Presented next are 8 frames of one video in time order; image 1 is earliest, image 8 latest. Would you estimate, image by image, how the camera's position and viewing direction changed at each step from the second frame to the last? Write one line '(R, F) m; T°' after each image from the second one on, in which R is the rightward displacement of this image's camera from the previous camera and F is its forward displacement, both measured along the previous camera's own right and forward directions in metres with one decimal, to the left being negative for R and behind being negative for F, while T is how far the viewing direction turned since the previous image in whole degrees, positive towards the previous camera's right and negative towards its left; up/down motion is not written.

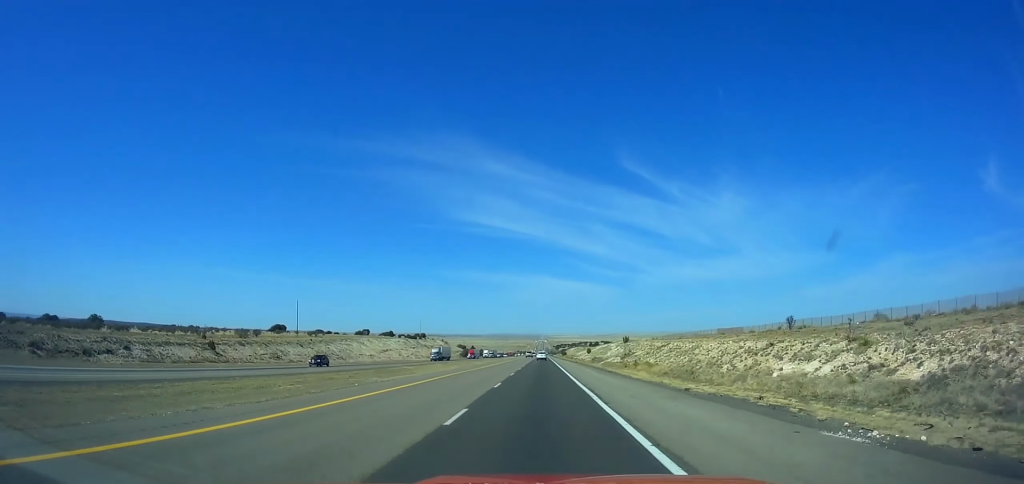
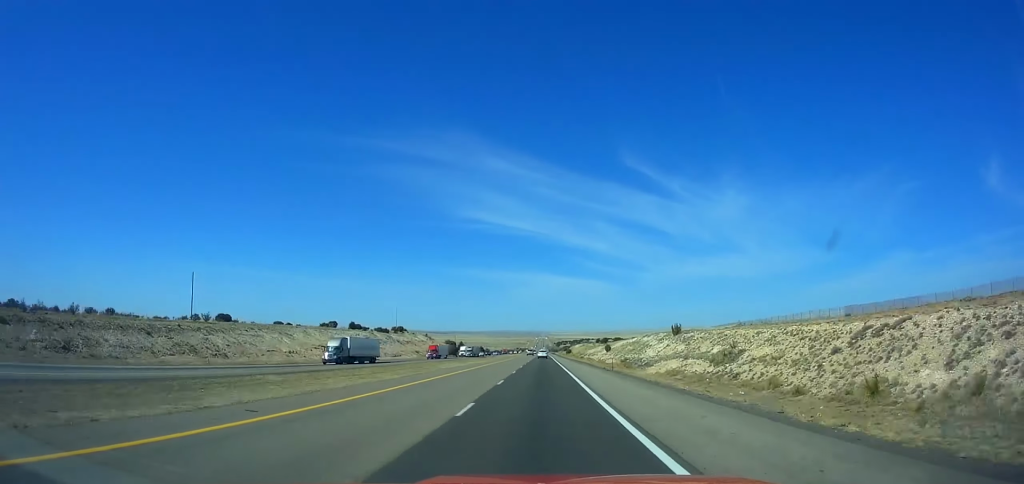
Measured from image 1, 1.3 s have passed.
(+0.2, +46.9) m; 0°
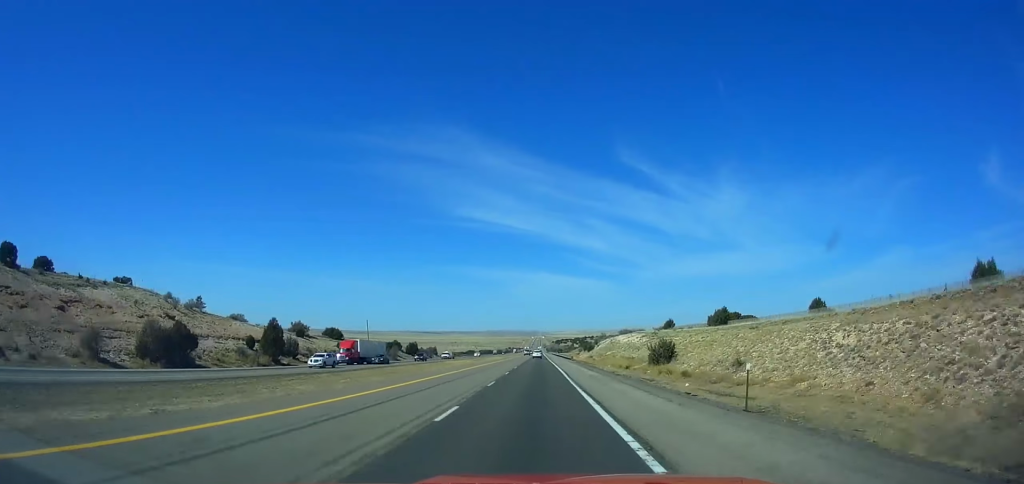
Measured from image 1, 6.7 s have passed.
(+0.1, +194.9) m; 0°
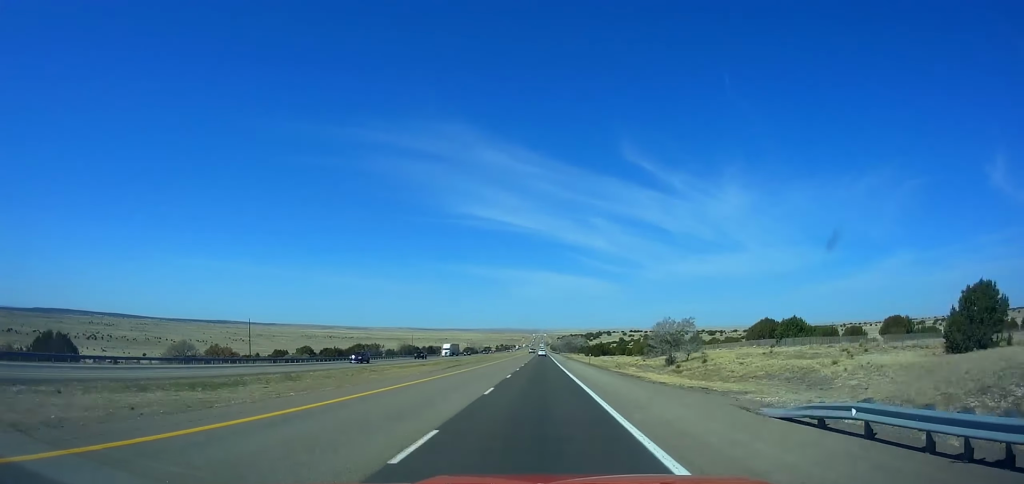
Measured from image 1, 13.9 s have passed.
(+0.3, +258.9) m; 0°
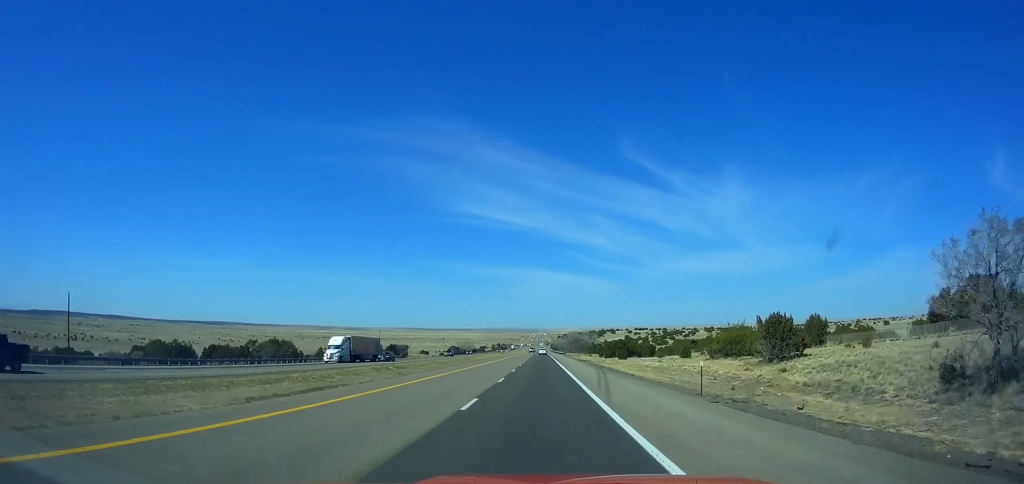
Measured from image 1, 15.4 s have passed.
(-0.5, +53.7) m; 0°
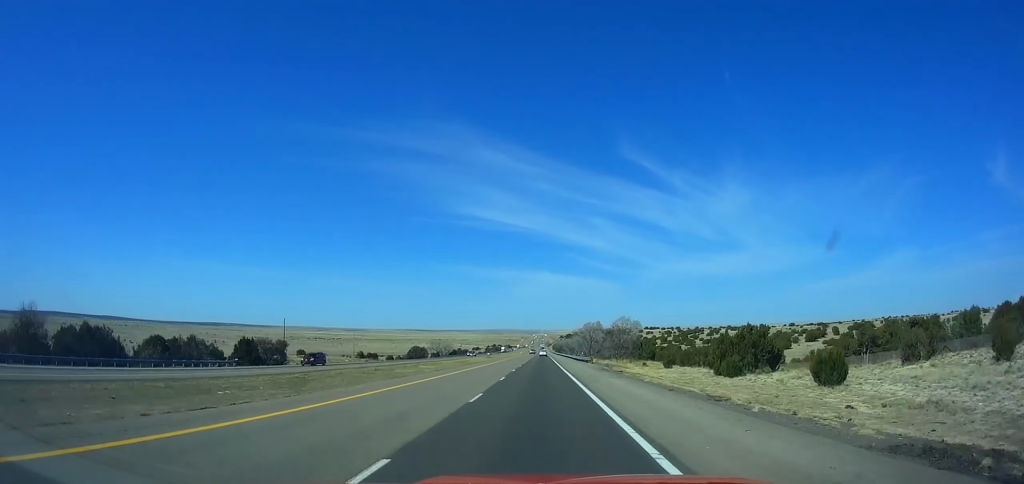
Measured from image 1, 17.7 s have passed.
(-0.1, +82.4) m; 0°
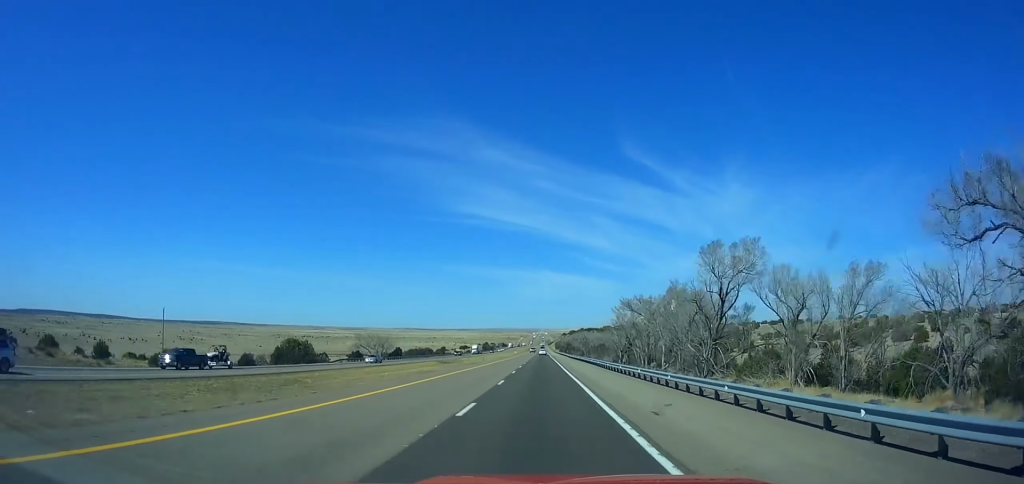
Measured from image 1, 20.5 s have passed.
(+0.5, +100.2) m; 0°
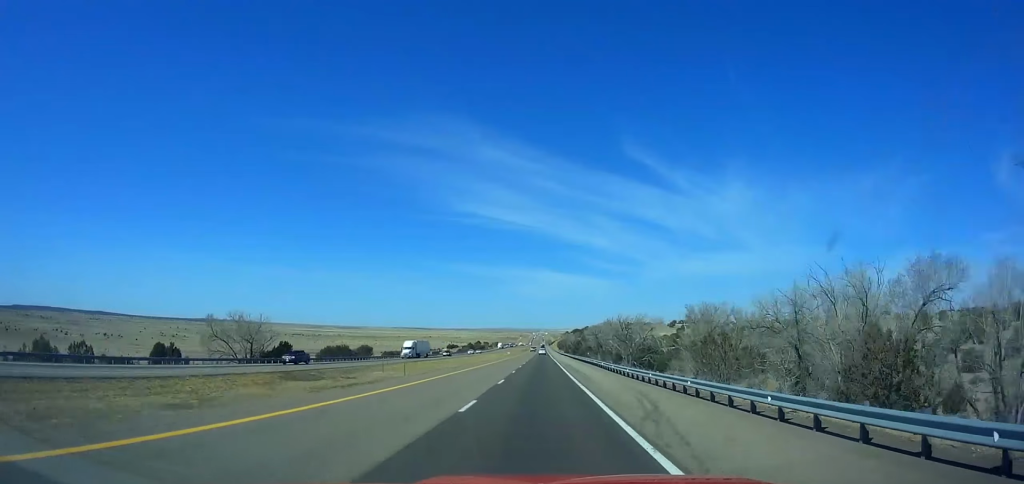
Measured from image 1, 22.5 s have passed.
(+0.2, +71.5) m; 0°
